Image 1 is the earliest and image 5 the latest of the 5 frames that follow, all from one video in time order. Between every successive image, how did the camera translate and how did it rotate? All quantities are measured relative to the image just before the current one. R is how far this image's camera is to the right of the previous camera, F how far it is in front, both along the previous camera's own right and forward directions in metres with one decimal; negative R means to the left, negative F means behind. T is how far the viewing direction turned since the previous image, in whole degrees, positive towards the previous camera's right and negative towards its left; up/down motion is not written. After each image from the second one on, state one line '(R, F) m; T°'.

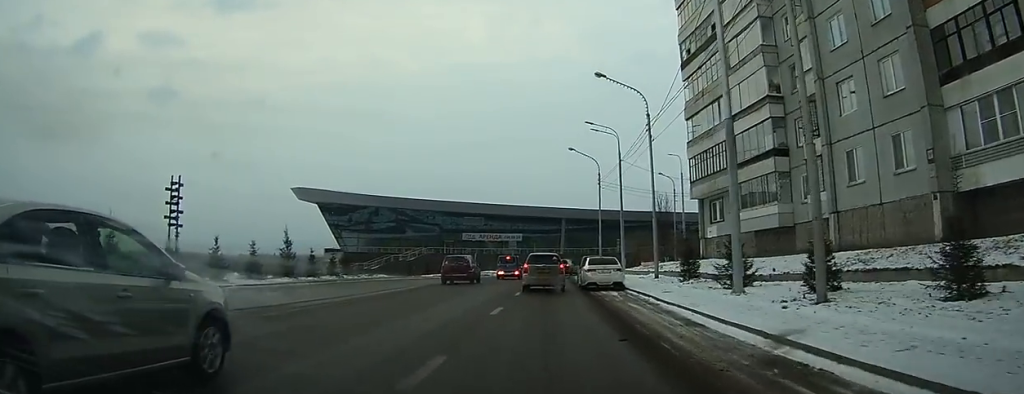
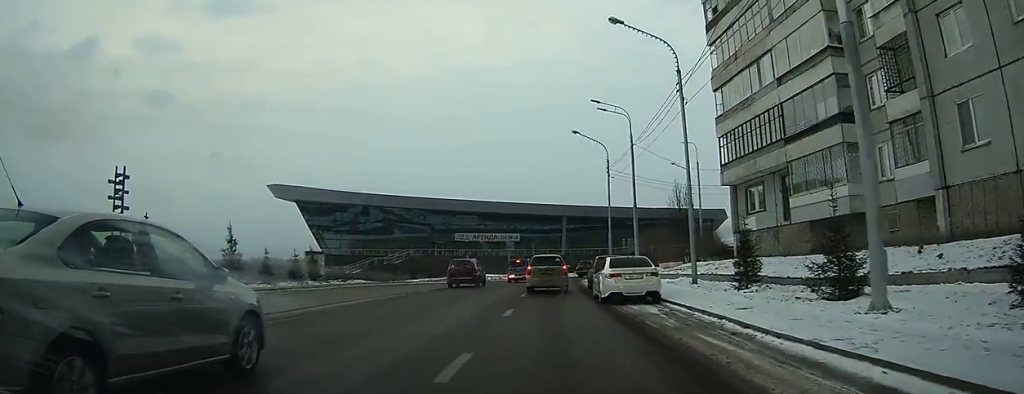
(0.0, +6.9) m; +1°
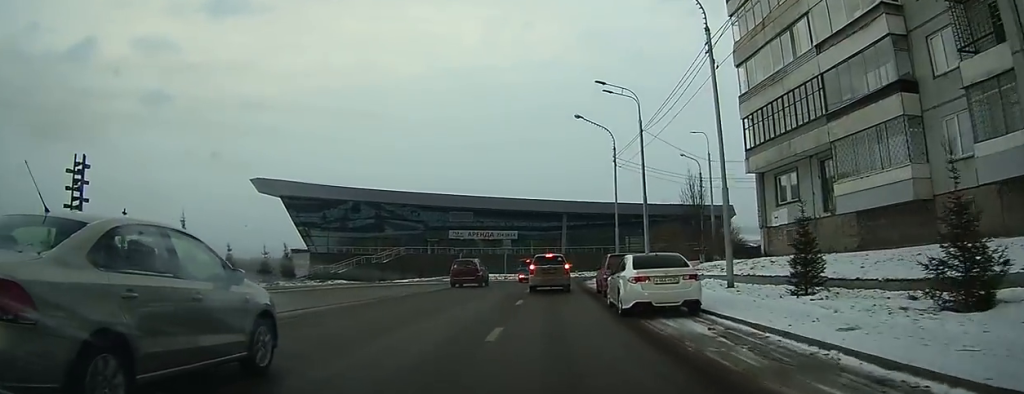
(0.0, +3.8) m; +1°
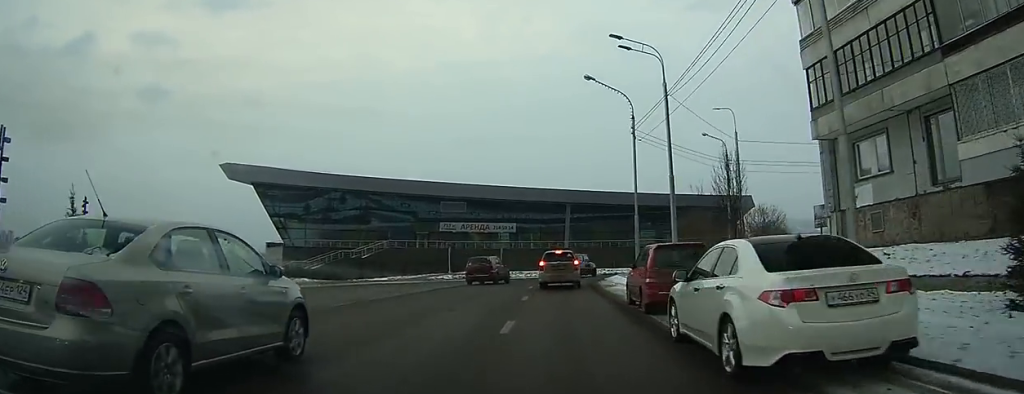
(+0.1, +6.6) m; +1°
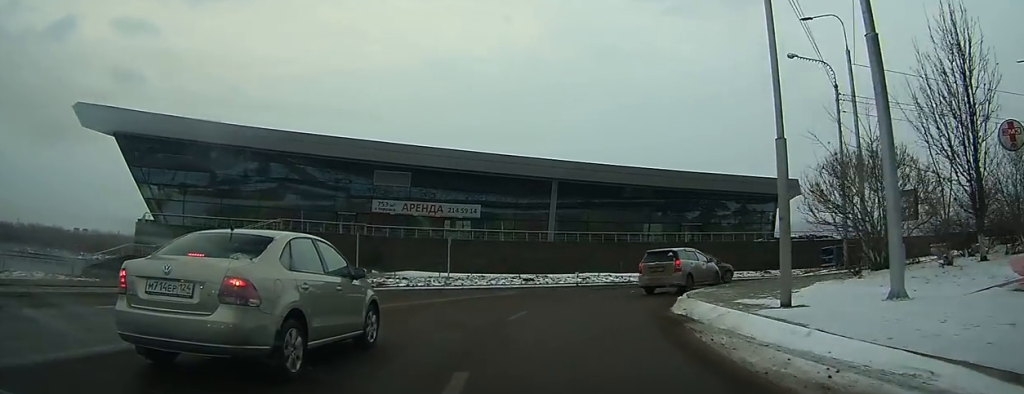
(+0.1, +20.4) m; +2°
